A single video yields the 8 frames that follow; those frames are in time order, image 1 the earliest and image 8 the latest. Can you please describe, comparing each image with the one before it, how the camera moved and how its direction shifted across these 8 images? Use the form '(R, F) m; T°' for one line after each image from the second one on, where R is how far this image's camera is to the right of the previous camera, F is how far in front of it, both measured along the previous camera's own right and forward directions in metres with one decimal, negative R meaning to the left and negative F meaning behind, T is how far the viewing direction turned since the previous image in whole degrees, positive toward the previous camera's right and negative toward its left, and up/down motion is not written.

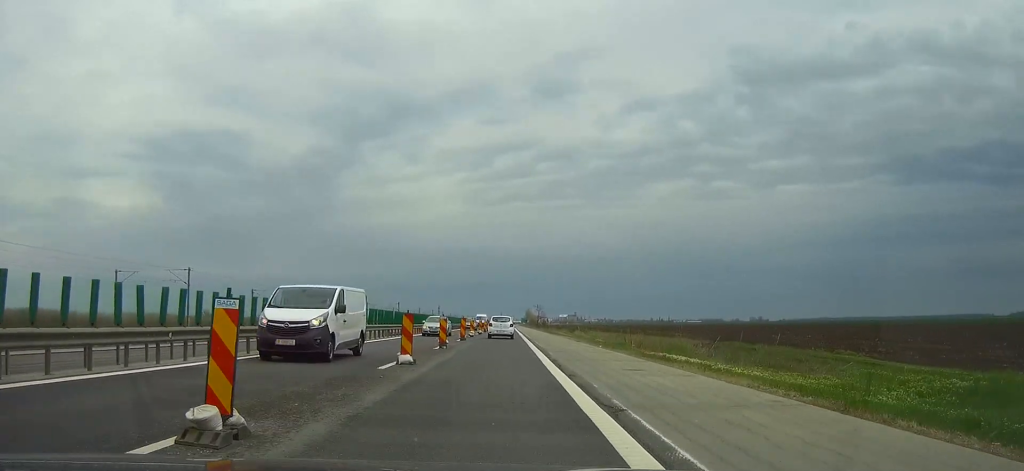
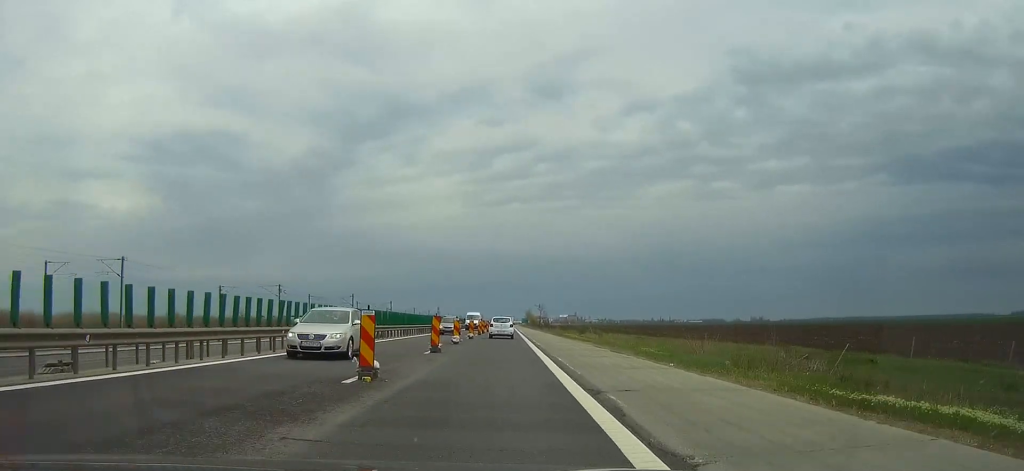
(0.0, +14.5) m; 0°
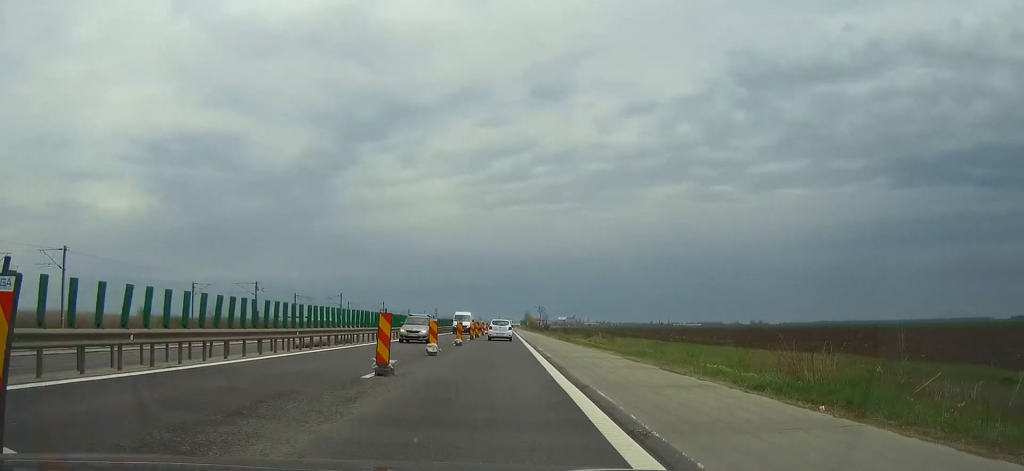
(0.0, +9.3) m; 0°
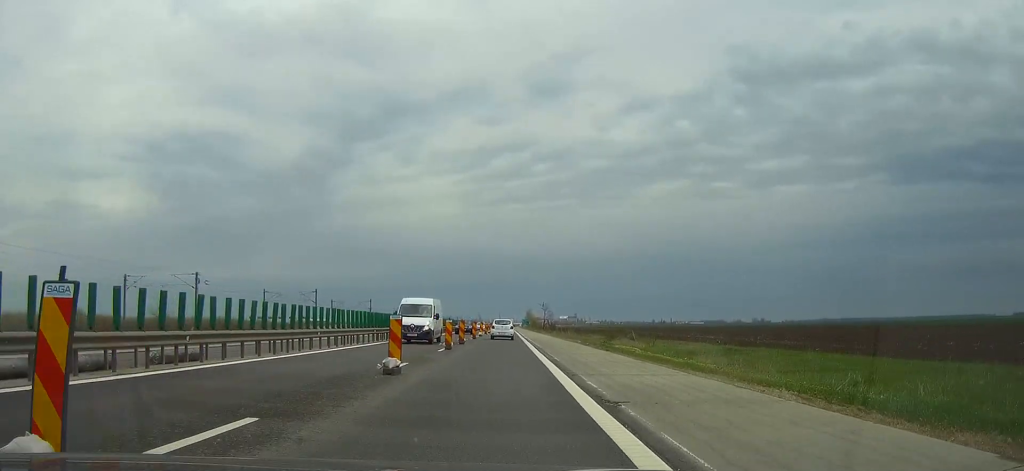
(0.0, +17.3) m; 0°
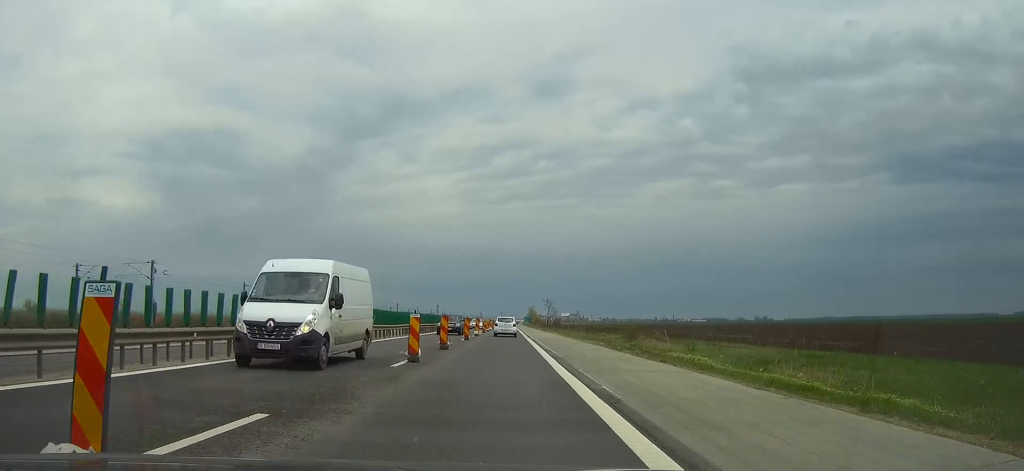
(-0.1, +23.6) m; 0°
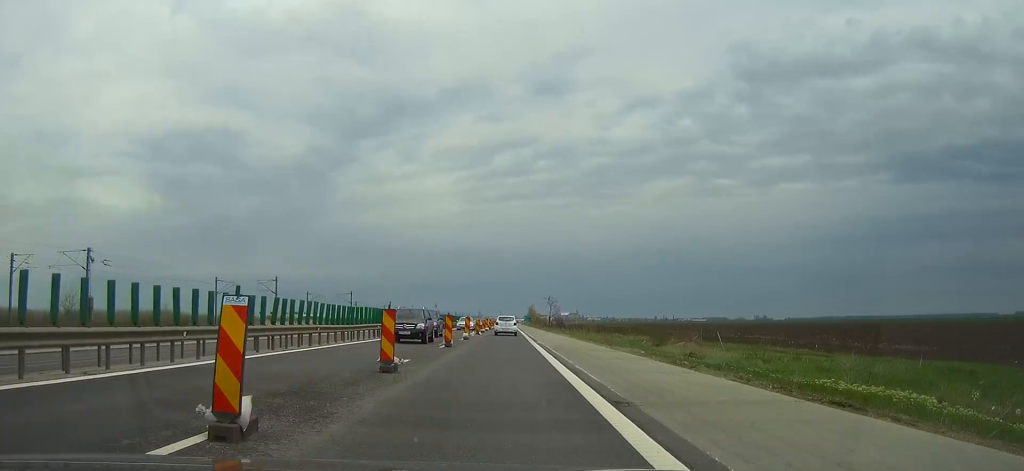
(0.0, +9.7) m; 0°
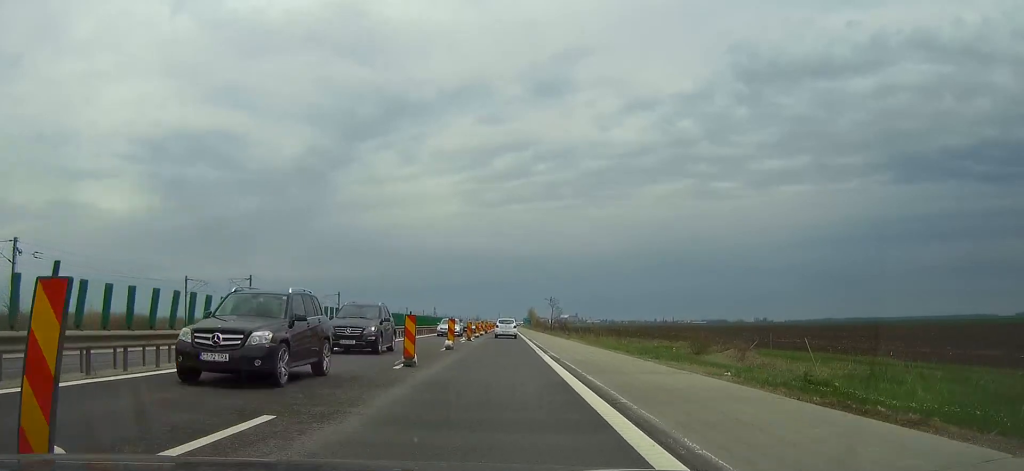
(0.0, +9.3) m; 0°
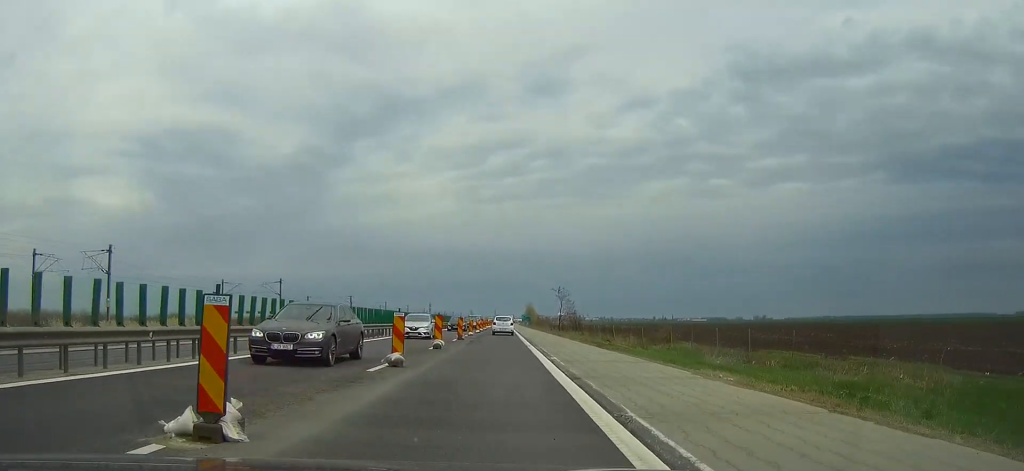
(+0.1, +35.5) m; +1°
